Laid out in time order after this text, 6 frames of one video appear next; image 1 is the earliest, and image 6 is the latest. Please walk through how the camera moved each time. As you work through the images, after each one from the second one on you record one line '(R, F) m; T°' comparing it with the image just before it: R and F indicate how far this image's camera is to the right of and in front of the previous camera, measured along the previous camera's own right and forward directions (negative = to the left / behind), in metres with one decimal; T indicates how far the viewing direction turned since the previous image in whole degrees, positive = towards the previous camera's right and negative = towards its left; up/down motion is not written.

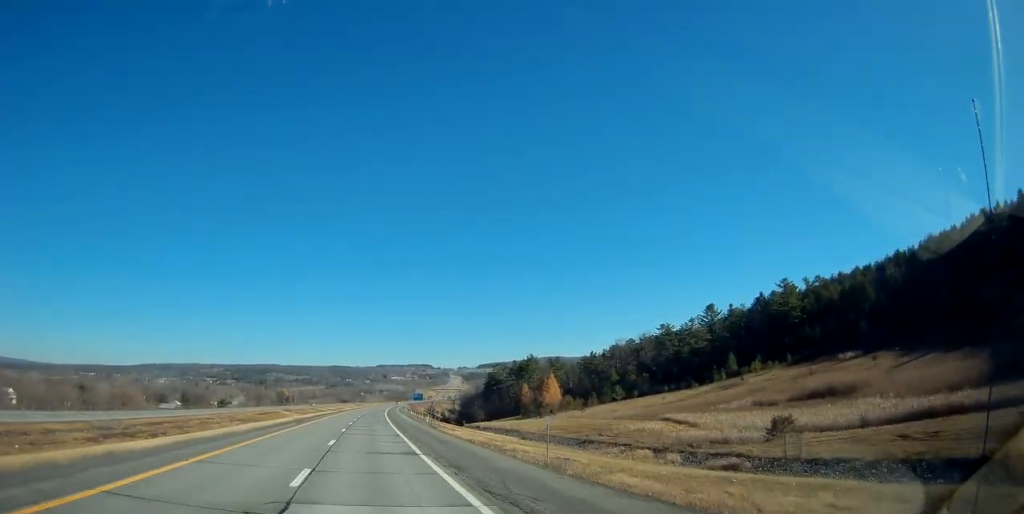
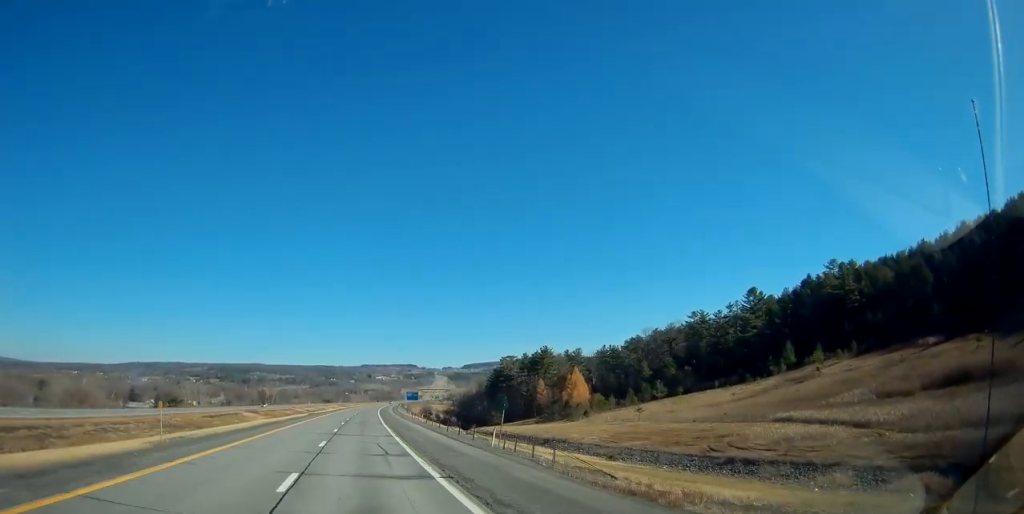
(+0.5, +38.1) m; +2°
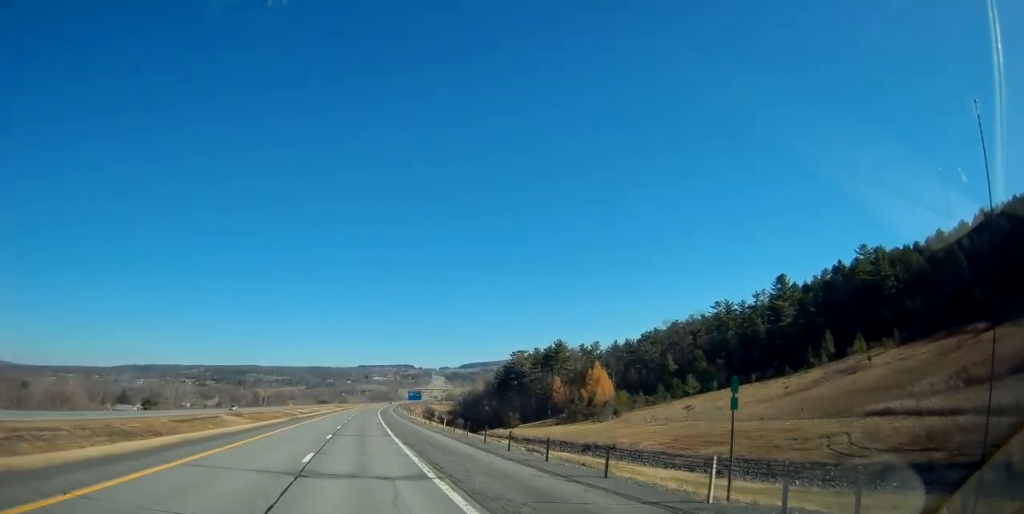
(+0.2, +20.1) m; 0°
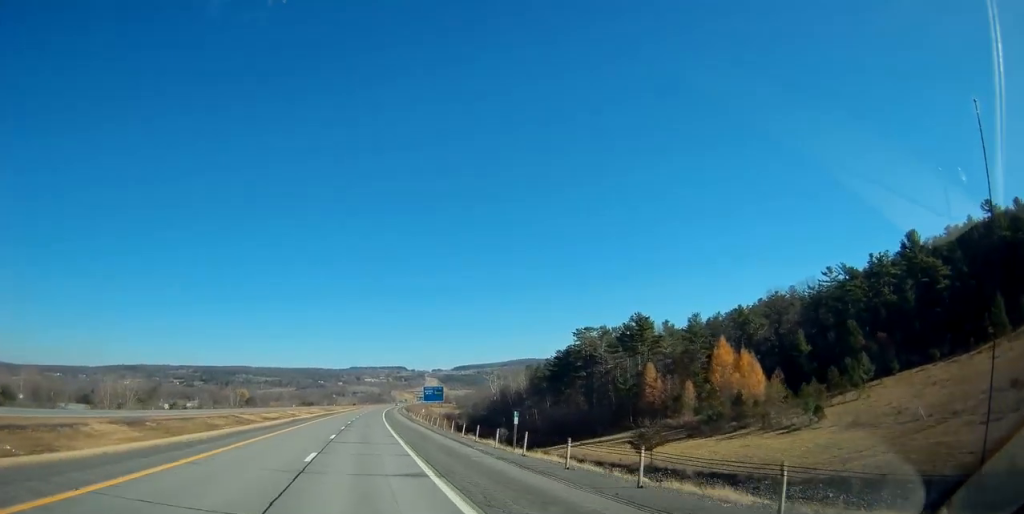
(+0.6, +70.7) m; +2°
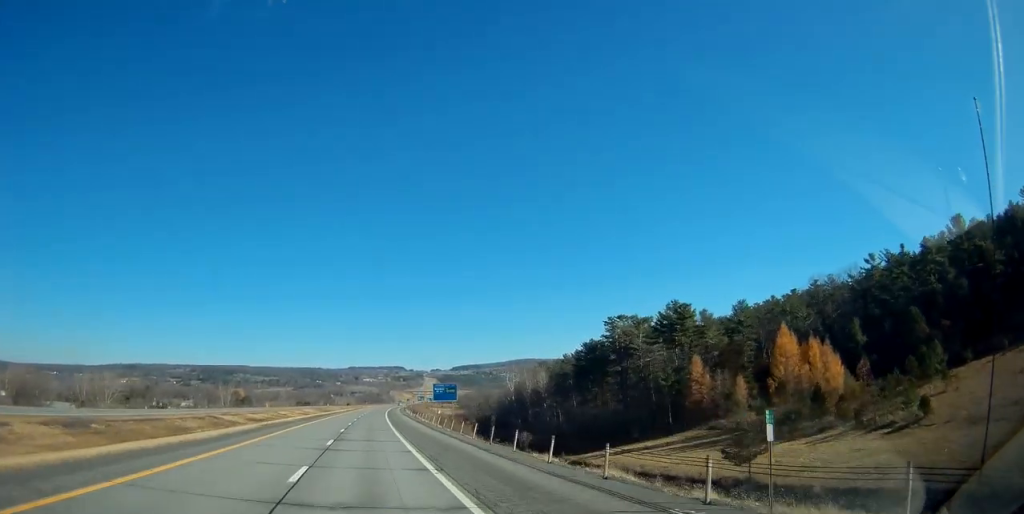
(+0.1, +18.8) m; +1°
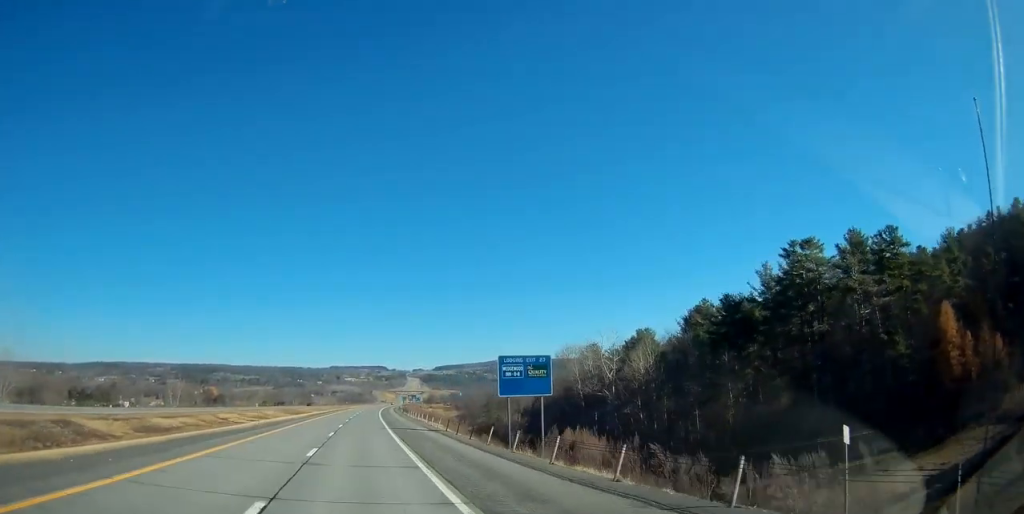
(+0.3, +57.6) m; +1°
